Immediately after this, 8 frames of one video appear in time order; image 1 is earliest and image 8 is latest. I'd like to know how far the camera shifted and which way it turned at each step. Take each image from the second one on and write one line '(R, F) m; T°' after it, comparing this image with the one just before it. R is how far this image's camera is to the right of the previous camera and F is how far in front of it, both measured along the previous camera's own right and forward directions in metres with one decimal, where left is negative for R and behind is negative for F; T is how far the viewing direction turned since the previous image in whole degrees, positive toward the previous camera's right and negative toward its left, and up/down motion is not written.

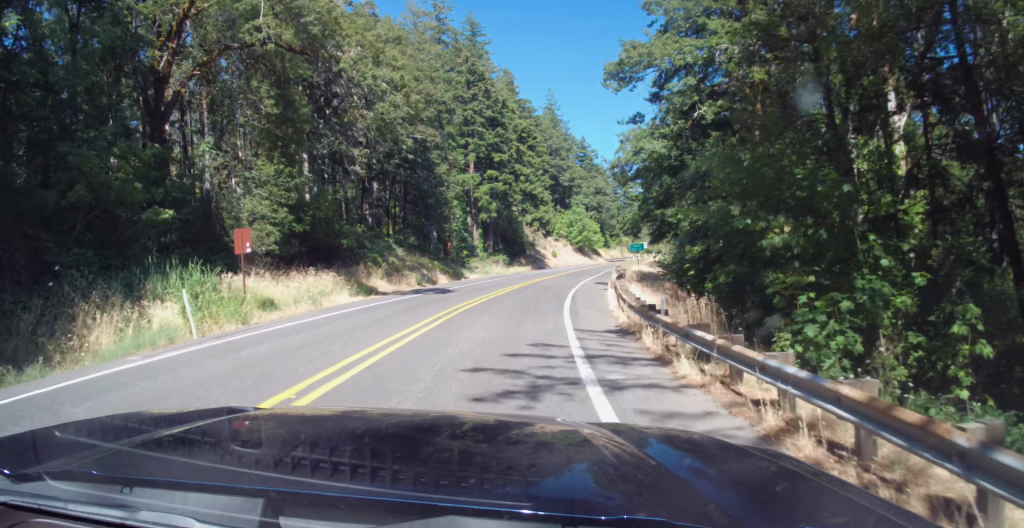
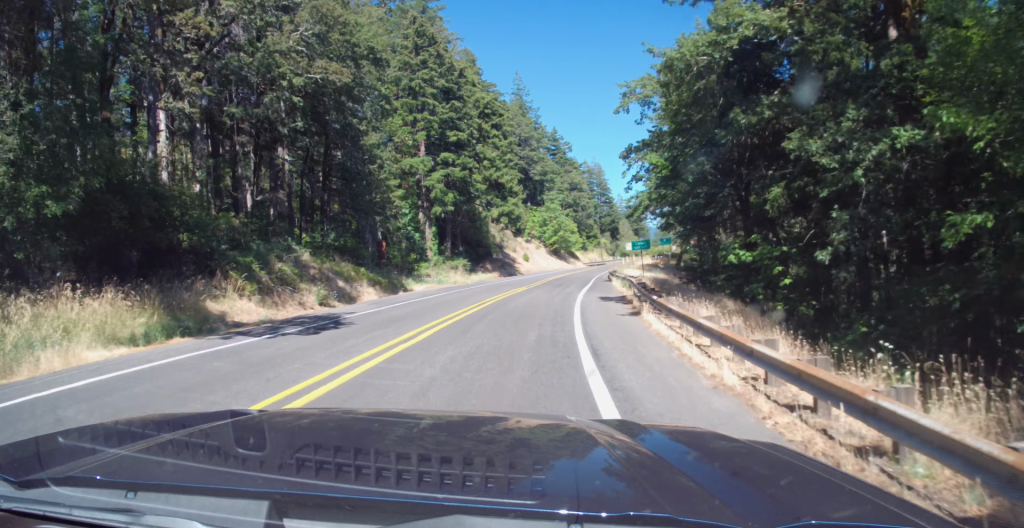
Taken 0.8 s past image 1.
(0.0, +17.7) m; 0°
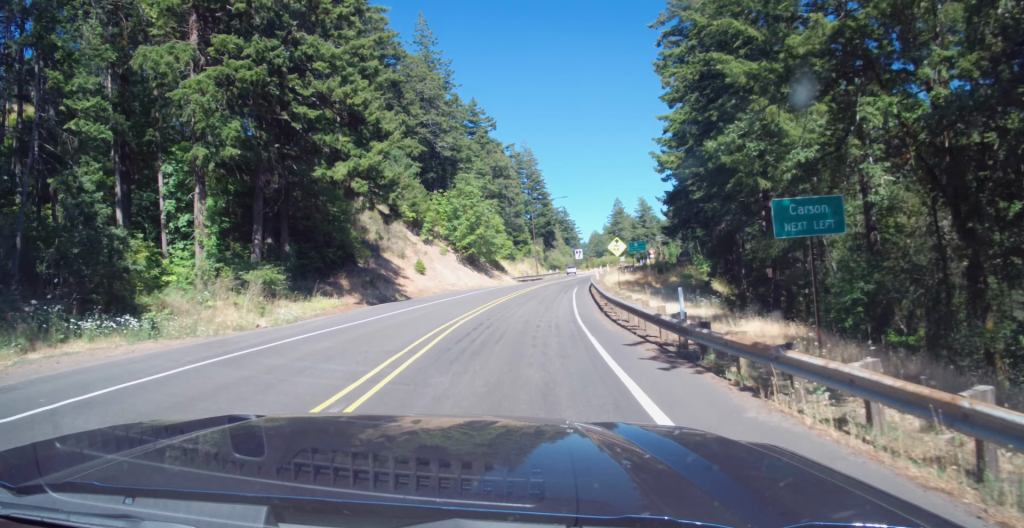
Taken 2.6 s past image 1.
(0.0, +38.5) m; 0°
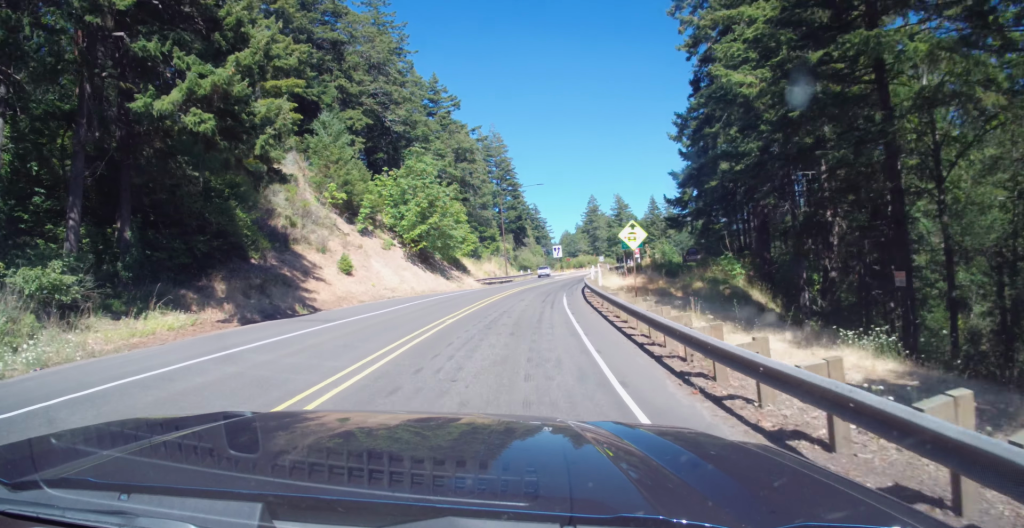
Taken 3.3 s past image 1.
(0.0, +14.8) m; 0°
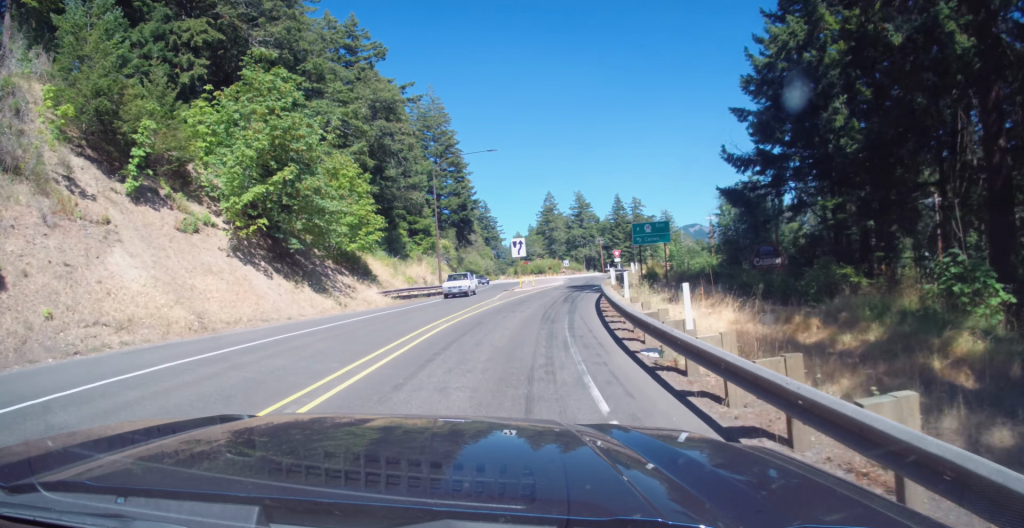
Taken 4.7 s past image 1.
(0.0, +26.8) m; 0°
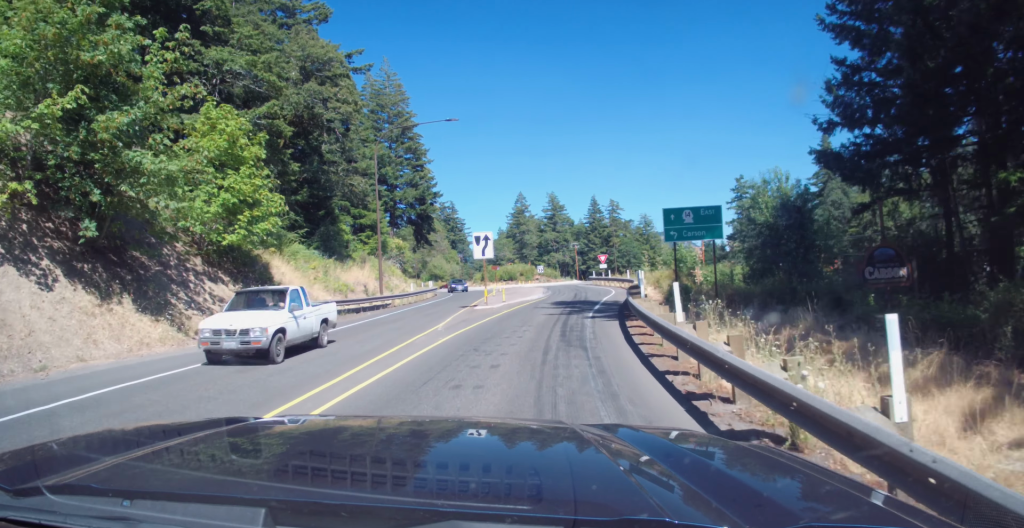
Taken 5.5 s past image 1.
(-0.1, +13.5) m; +6°
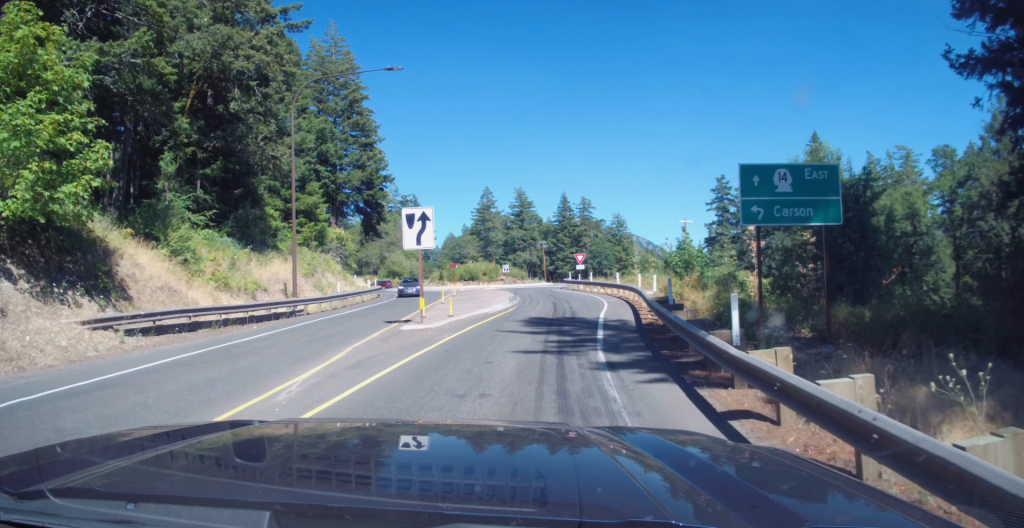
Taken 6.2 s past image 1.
(+1.0, +10.9) m; +8°
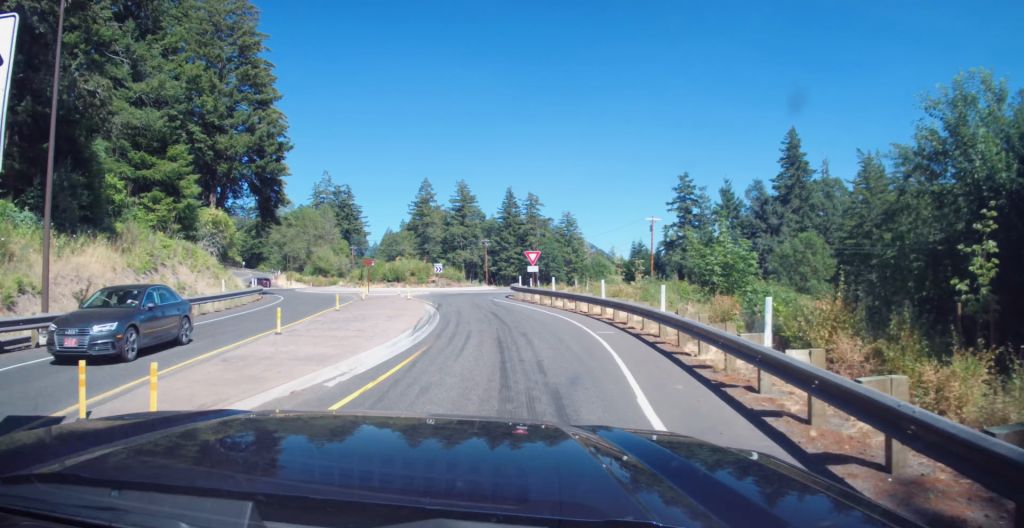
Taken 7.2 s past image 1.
(+1.8, +15.0) m; +9°
